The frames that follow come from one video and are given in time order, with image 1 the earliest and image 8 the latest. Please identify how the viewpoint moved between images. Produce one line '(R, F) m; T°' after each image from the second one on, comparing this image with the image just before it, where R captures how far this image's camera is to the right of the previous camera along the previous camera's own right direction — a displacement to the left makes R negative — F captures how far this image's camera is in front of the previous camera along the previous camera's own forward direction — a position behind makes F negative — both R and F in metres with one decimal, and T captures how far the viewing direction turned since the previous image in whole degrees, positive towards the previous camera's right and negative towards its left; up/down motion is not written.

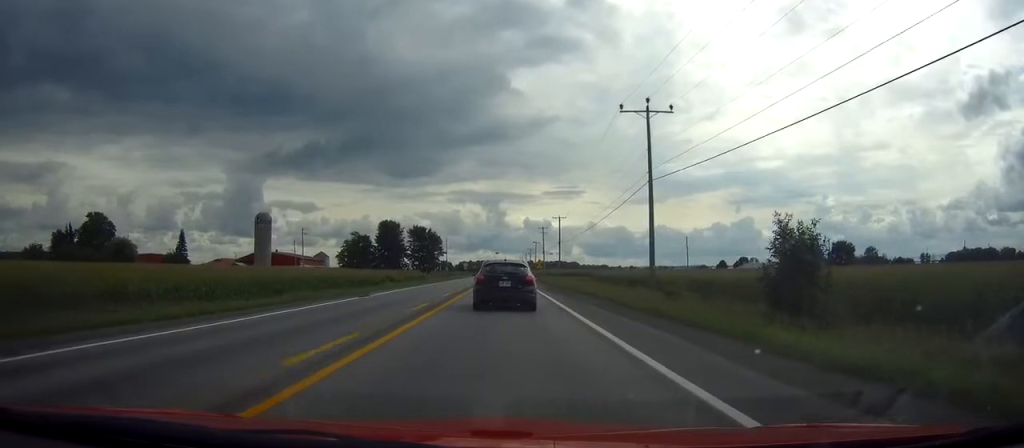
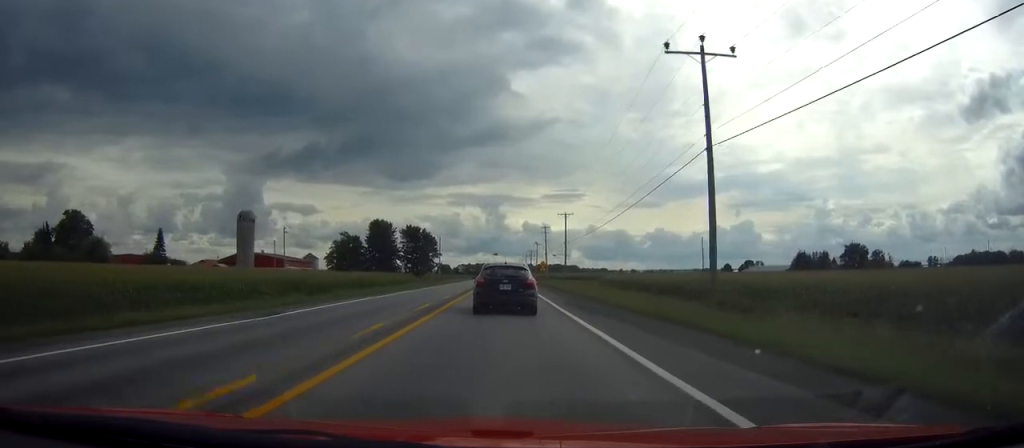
(0.0, +13.2) m; 0°
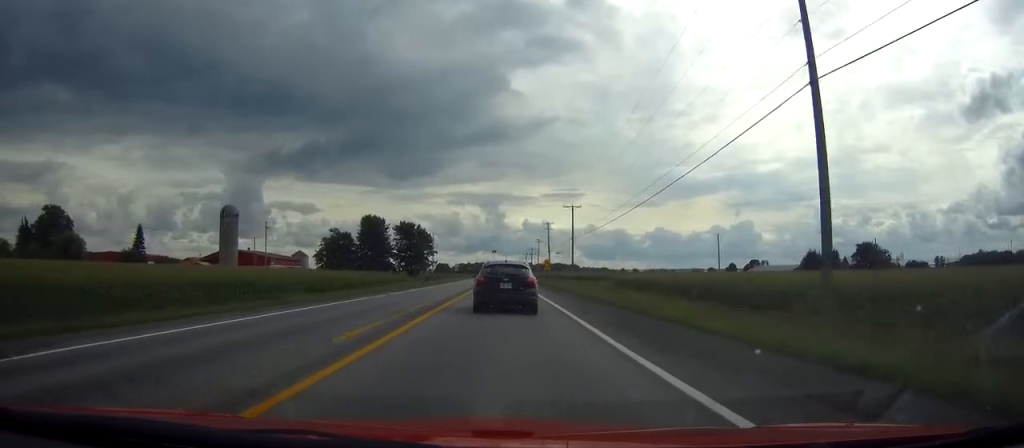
(0.0, +11.7) m; 0°
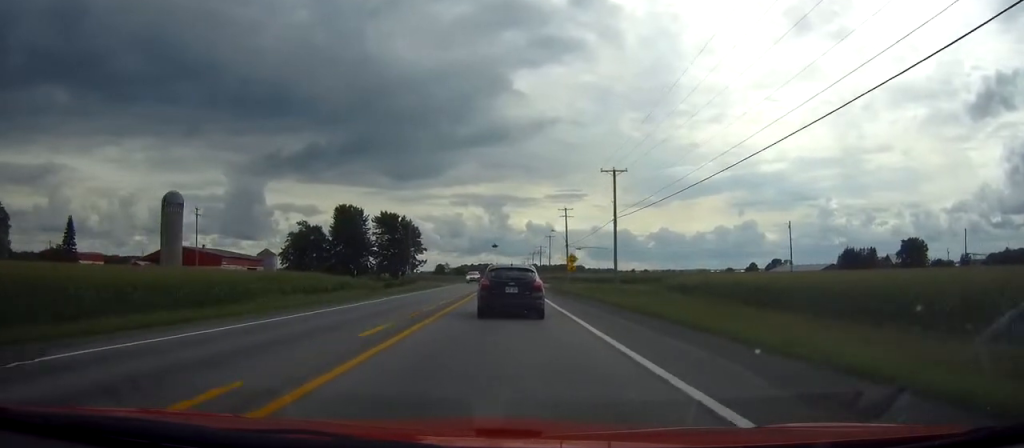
(0.0, +34.2) m; 0°
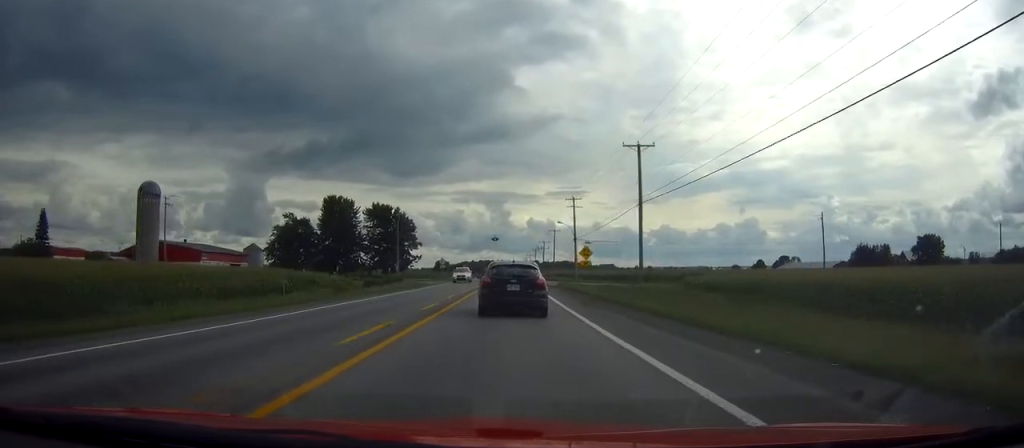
(0.0, +10.9) m; 0°
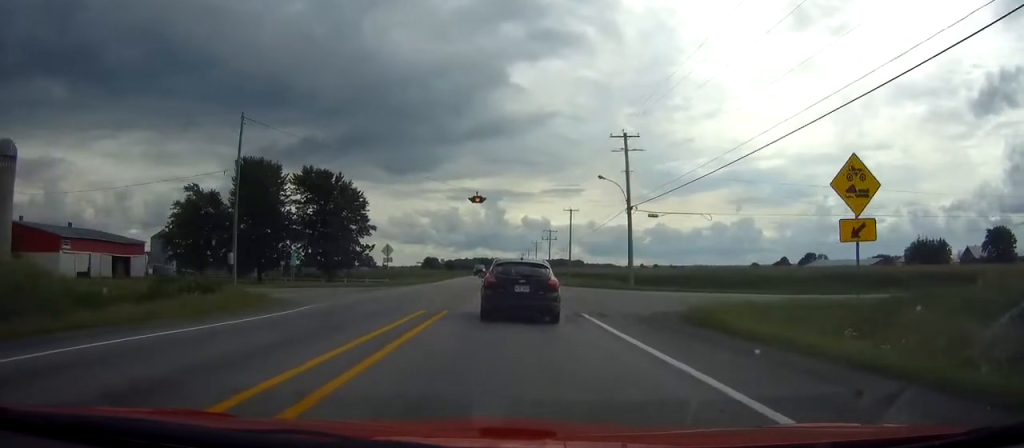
(0.0, +46.3) m; 0°
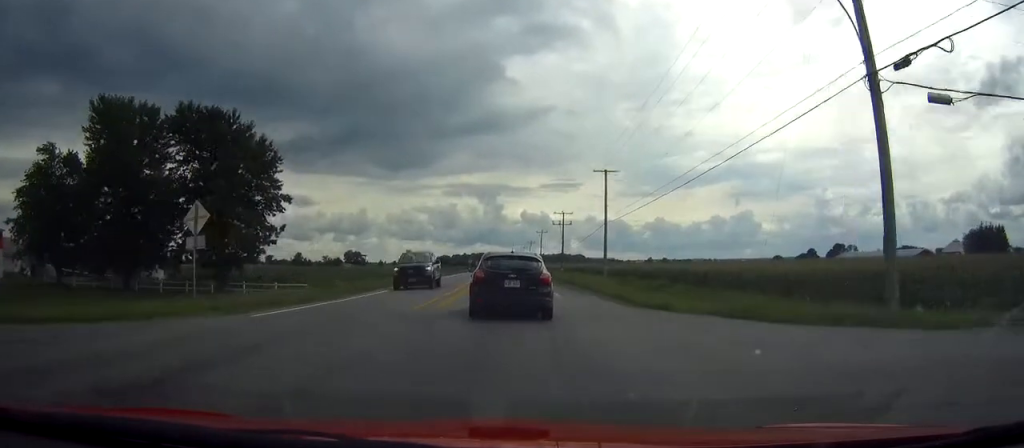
(+0.1, +38.3) m; 0°
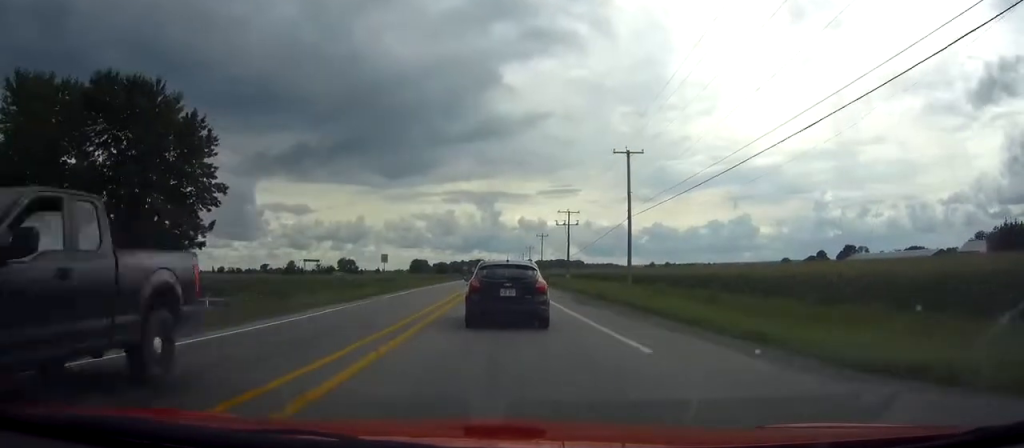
(0.0, +14.0) m; 0°
